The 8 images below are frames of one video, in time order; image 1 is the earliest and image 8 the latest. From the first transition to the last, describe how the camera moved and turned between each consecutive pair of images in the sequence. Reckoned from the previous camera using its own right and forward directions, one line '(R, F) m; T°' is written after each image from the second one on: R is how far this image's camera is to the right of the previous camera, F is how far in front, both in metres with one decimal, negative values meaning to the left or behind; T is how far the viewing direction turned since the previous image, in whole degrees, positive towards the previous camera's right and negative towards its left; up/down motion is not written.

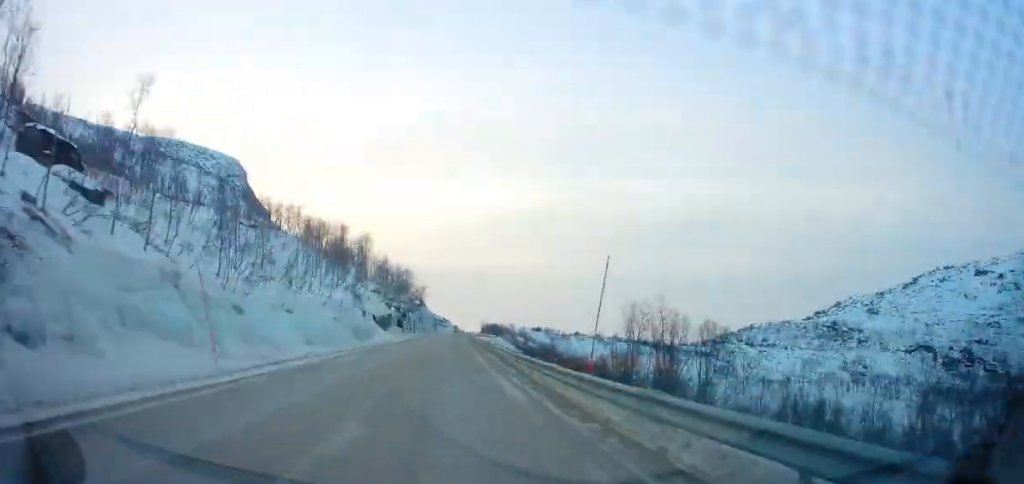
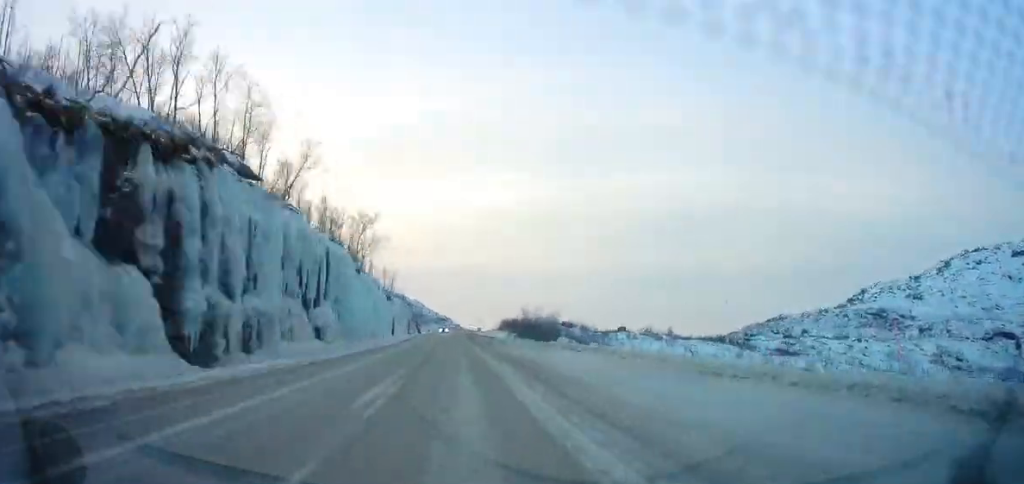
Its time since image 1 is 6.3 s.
(-0.8, +141.9) m; +1°
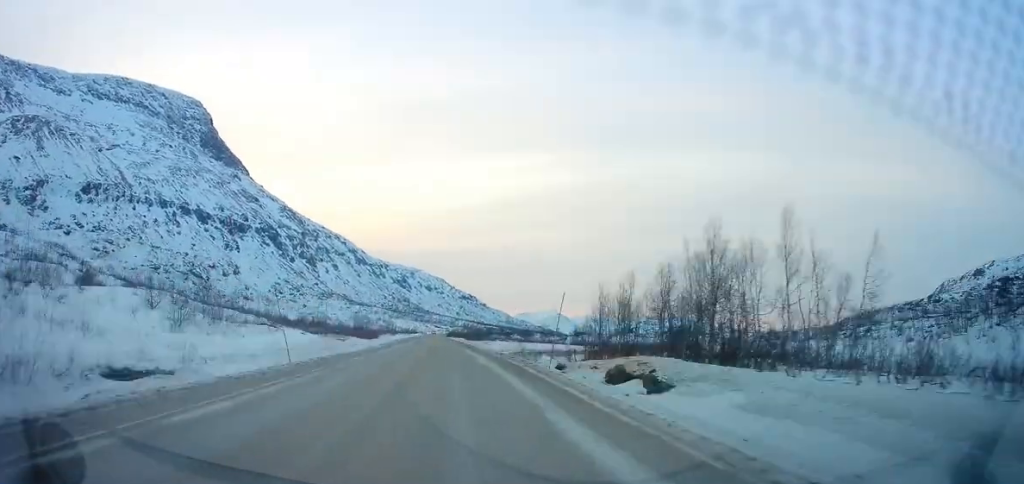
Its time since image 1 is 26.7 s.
(-3.2, +455.6) m; -4°
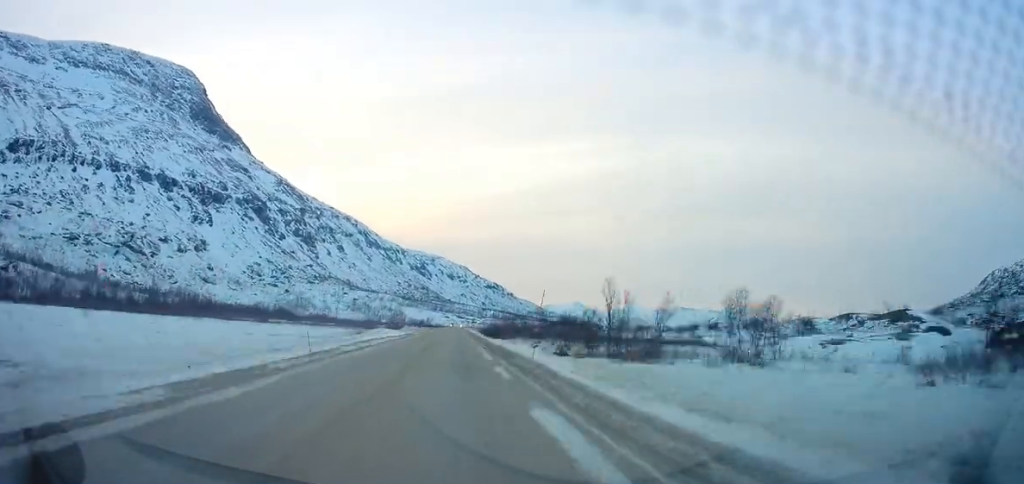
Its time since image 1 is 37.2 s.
(-8.1, +237.3) m; -1°
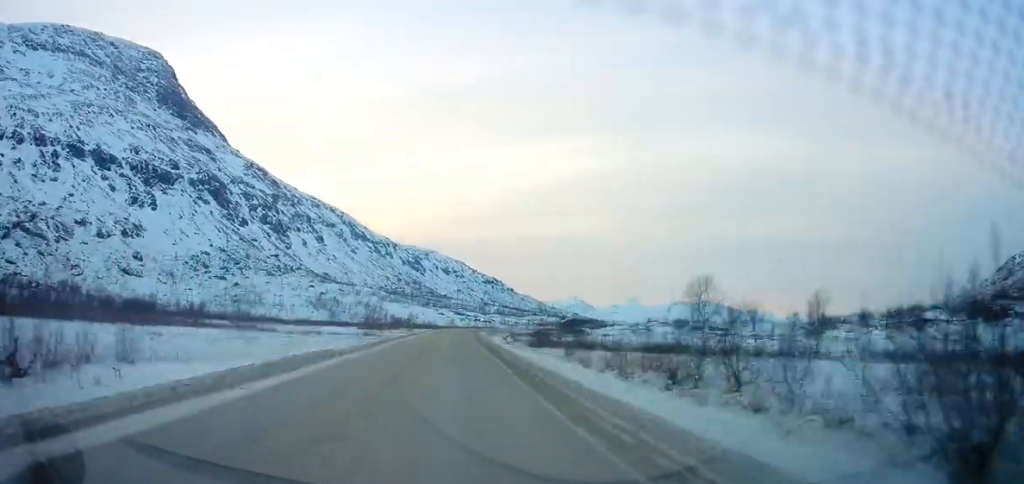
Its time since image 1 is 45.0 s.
(+1.8, +178.7) m; +3°
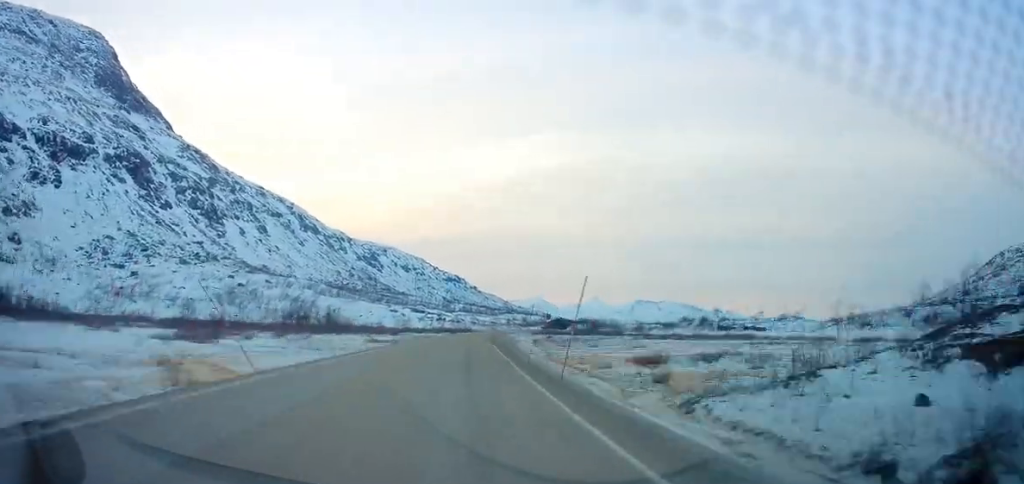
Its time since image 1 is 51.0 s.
(+0.1, +139.2) m; +4°
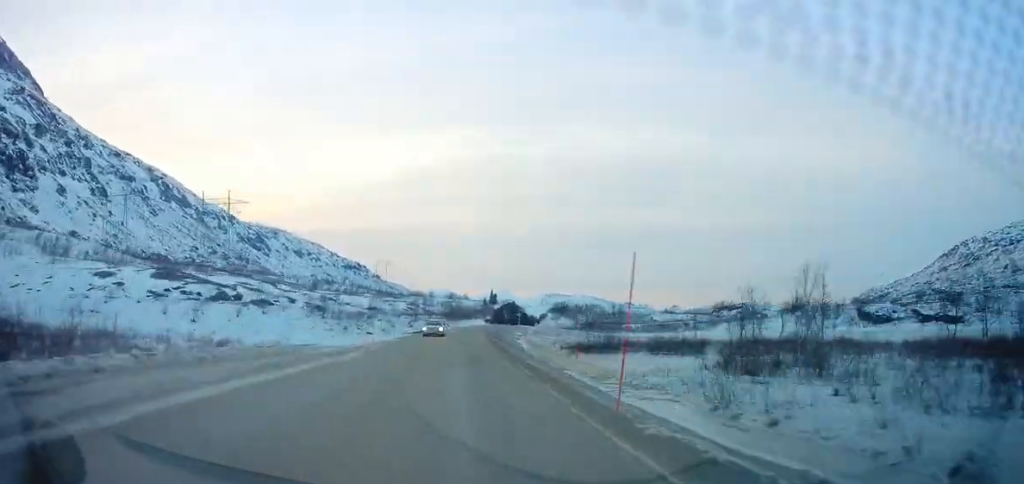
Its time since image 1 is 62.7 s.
(+25.6, +270.9) m; +11°
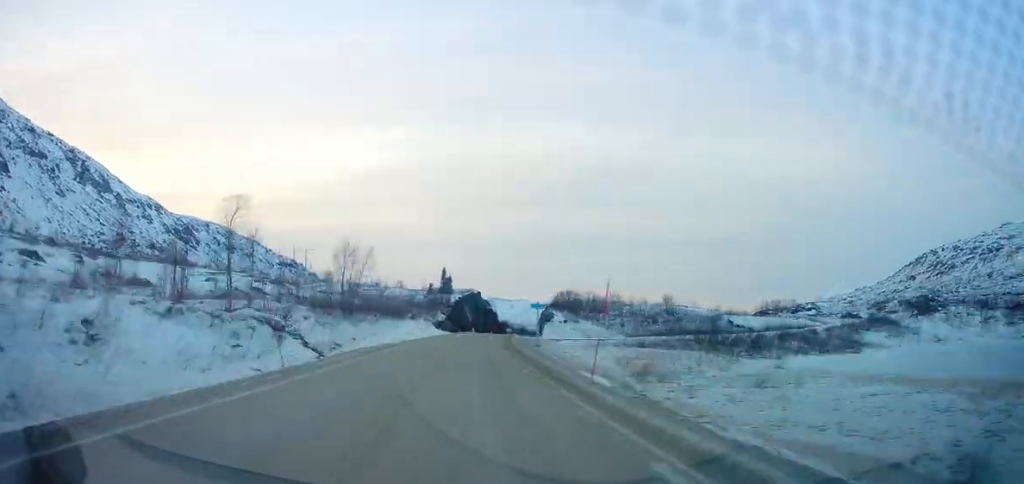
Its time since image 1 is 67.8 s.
(+1.4, +118.4) m; +5°
